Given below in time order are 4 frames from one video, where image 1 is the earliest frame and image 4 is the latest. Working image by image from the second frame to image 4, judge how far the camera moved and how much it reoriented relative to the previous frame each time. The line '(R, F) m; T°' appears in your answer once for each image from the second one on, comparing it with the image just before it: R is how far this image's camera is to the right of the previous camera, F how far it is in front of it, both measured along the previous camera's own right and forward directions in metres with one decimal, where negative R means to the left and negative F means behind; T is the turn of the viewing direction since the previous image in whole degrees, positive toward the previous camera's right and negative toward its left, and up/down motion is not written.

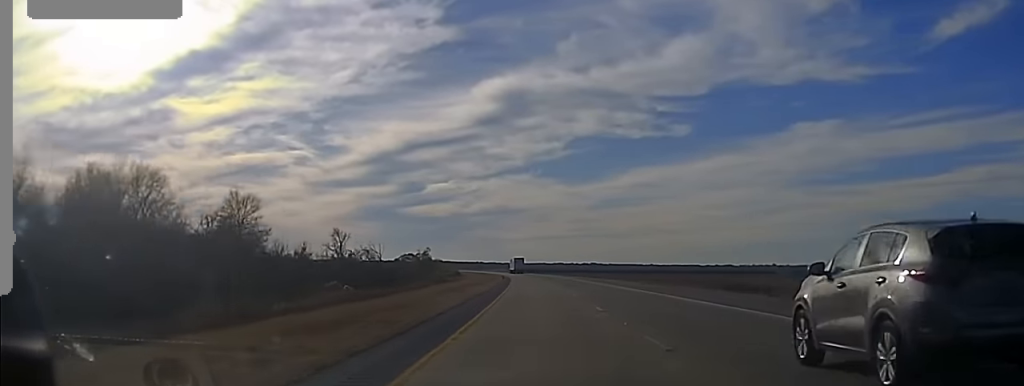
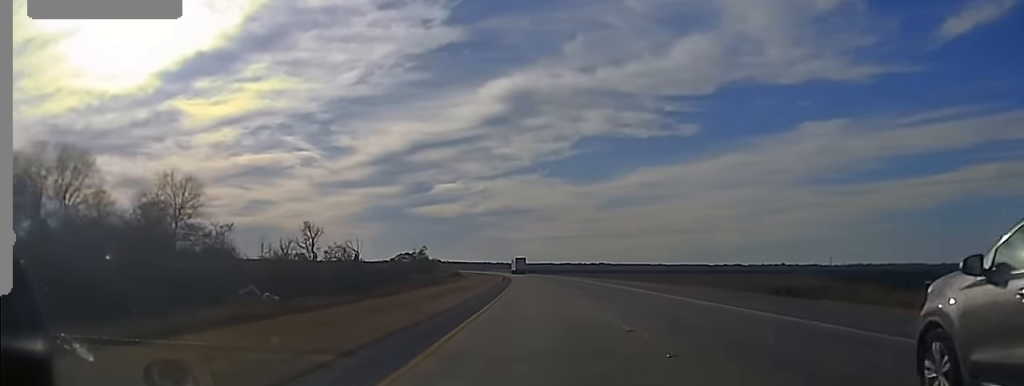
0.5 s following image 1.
(-0.2, +20.2) m; 0°
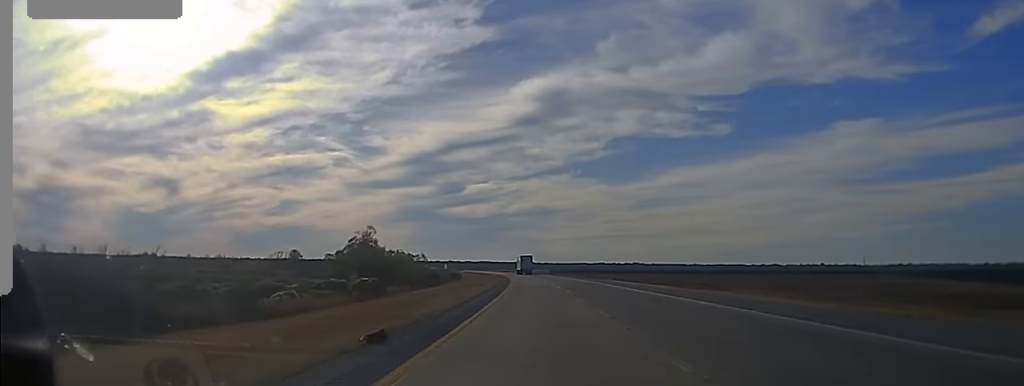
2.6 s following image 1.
(-1.0, +92.4) m; -2°
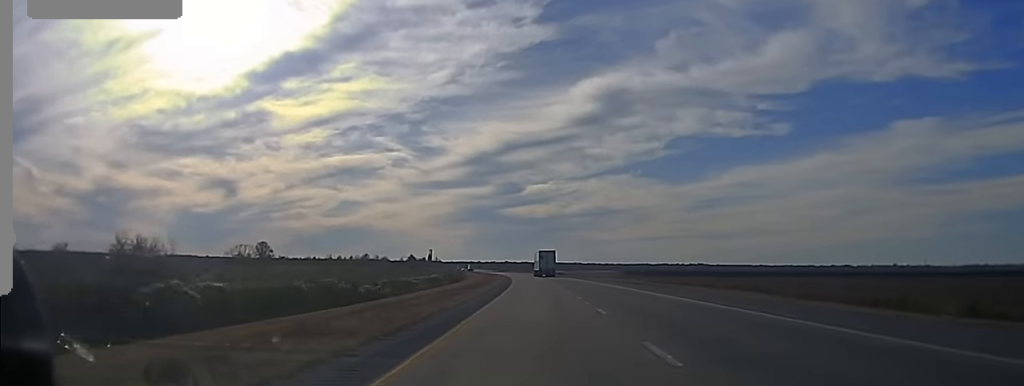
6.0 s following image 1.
(-6.1, +155.6) m; -4°
